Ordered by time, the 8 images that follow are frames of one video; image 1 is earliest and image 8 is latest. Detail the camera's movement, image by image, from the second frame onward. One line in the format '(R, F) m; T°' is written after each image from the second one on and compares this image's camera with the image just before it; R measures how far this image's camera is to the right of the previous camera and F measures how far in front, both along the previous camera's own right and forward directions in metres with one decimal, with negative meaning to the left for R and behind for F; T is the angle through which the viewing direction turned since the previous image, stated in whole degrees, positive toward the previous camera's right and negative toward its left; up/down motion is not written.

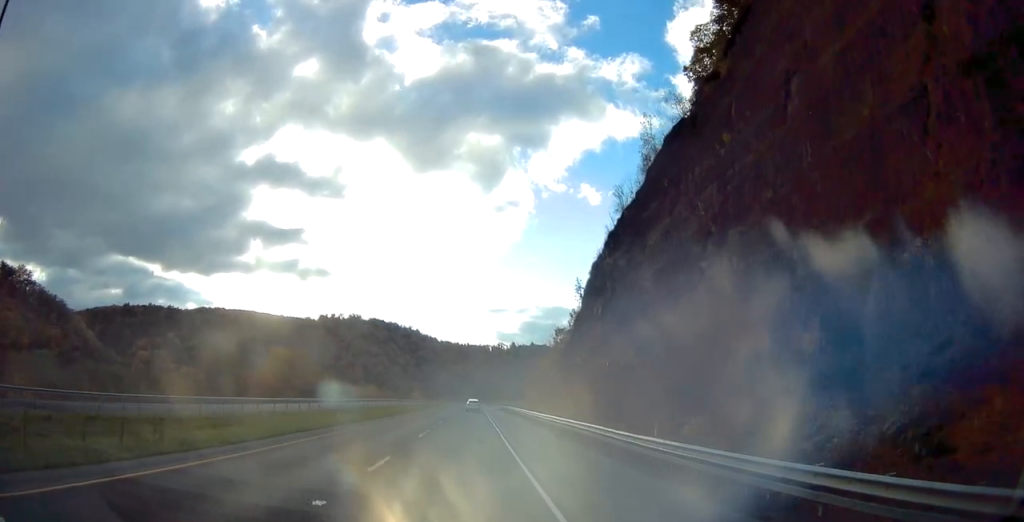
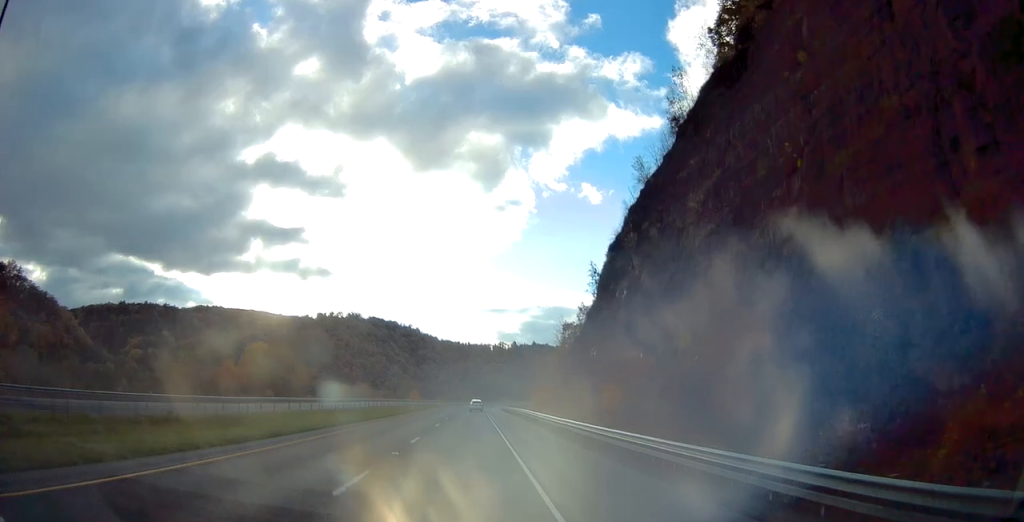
(0.0, +15.4) m; 0°
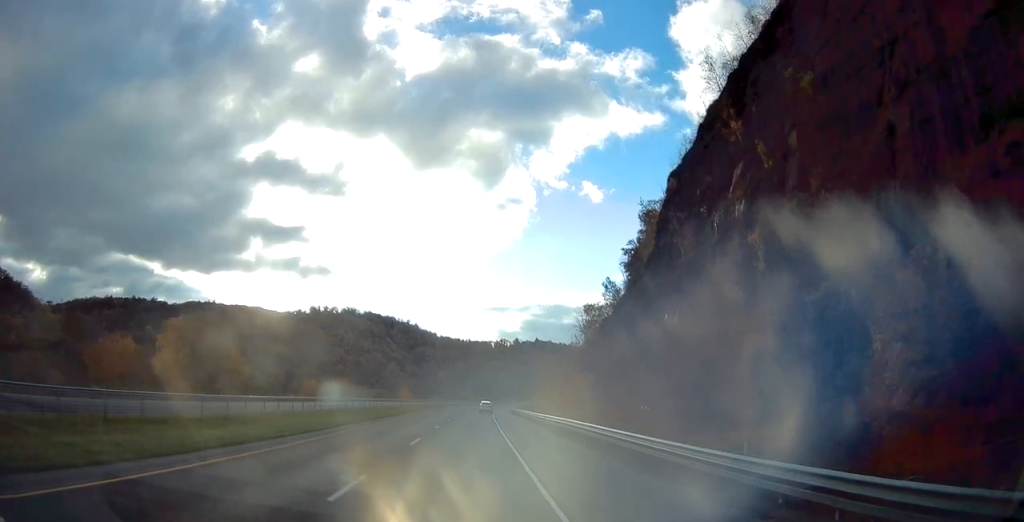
(0.0, +36.6) m; 0°
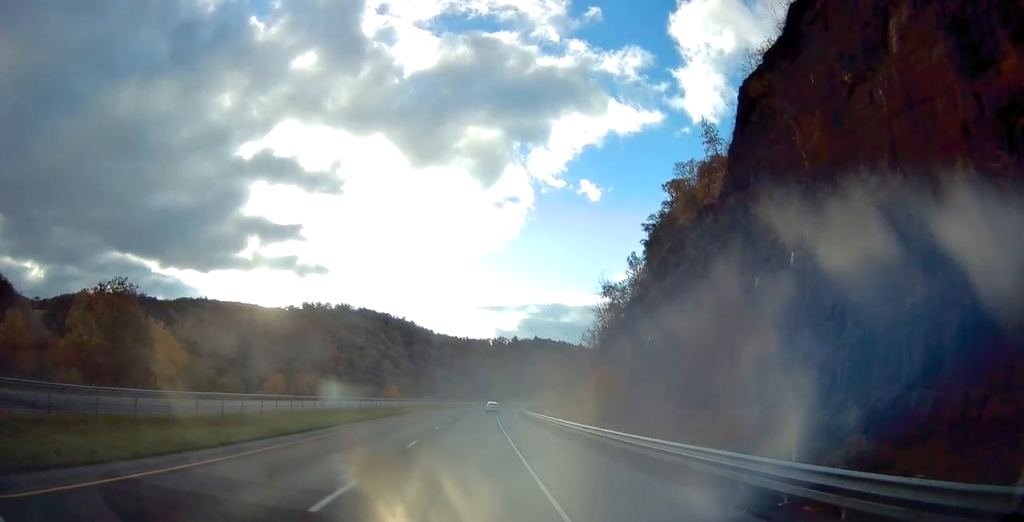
(0.0, +25.1) m; 0°
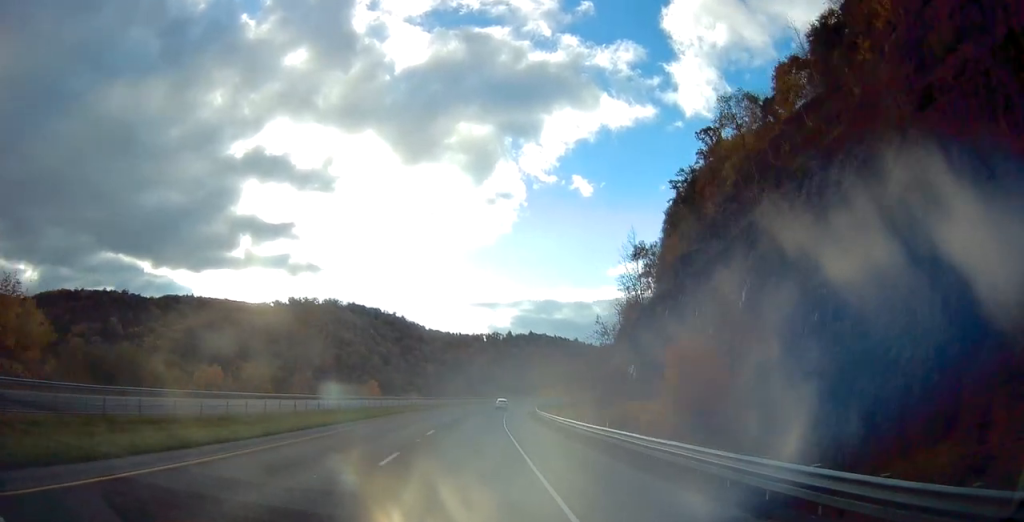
(0.0, +28.9) m; 0°
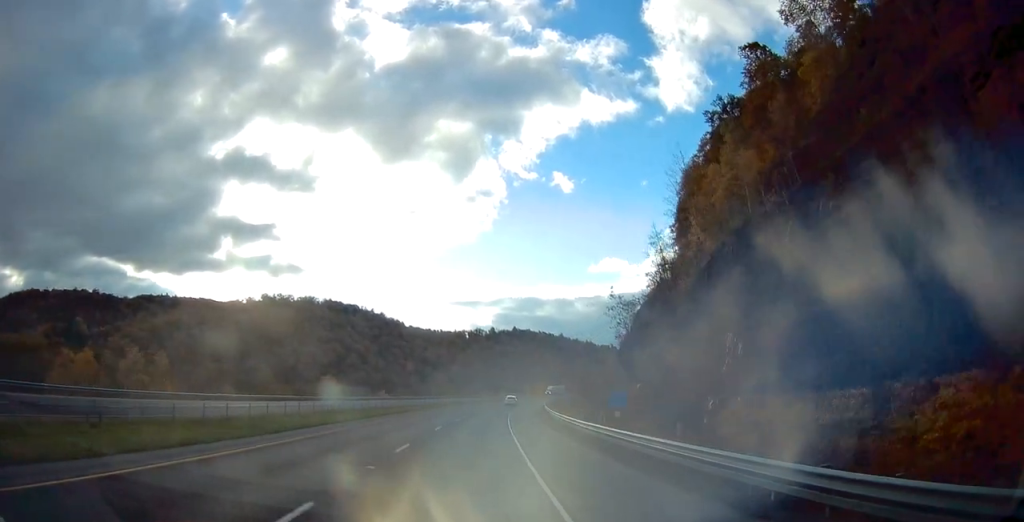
(+0.4, +32.9) m; +2°
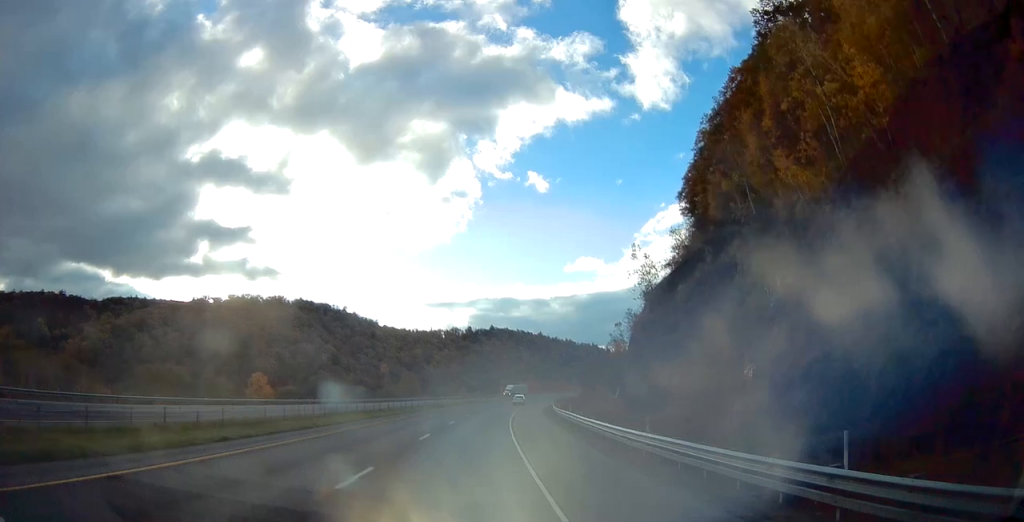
(+0.9, +31.2) m; +2°
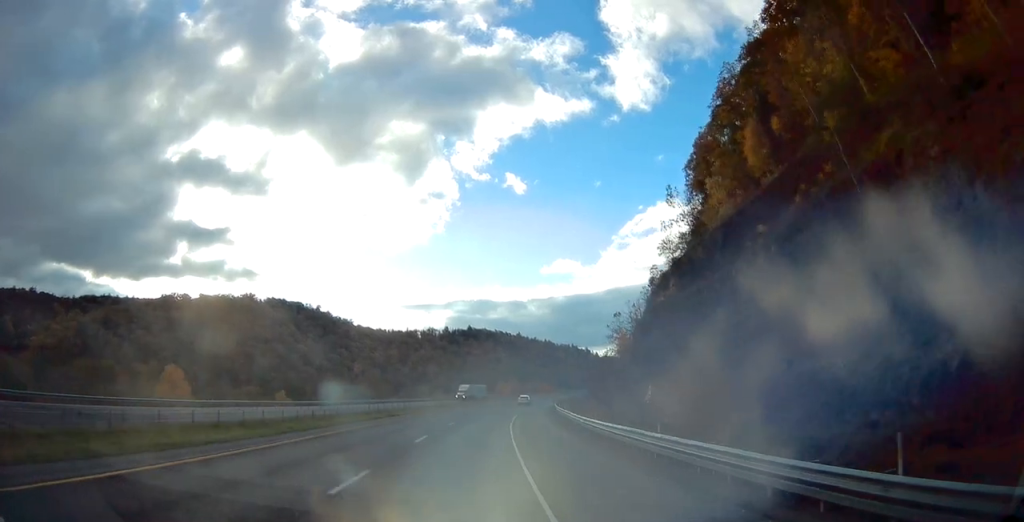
(+0.3, +24.5) m; +1°
